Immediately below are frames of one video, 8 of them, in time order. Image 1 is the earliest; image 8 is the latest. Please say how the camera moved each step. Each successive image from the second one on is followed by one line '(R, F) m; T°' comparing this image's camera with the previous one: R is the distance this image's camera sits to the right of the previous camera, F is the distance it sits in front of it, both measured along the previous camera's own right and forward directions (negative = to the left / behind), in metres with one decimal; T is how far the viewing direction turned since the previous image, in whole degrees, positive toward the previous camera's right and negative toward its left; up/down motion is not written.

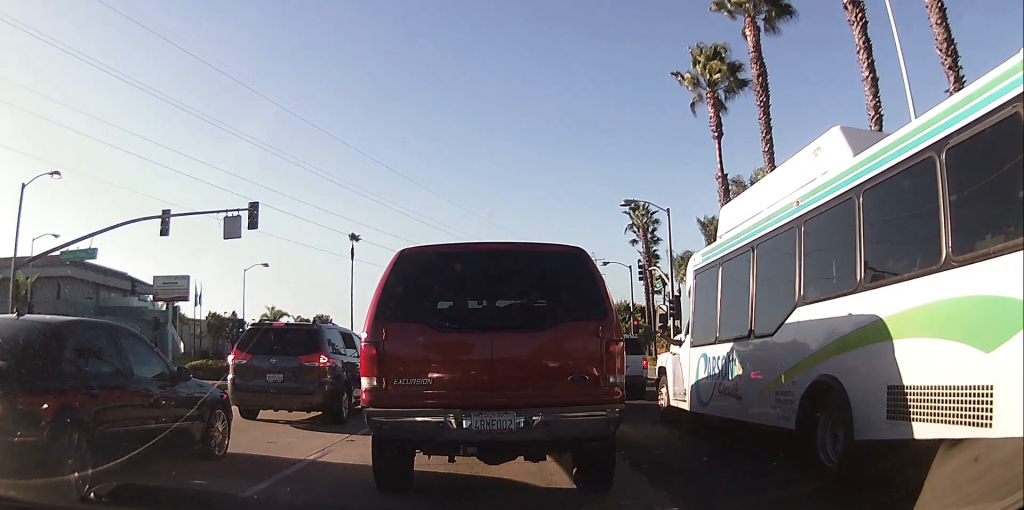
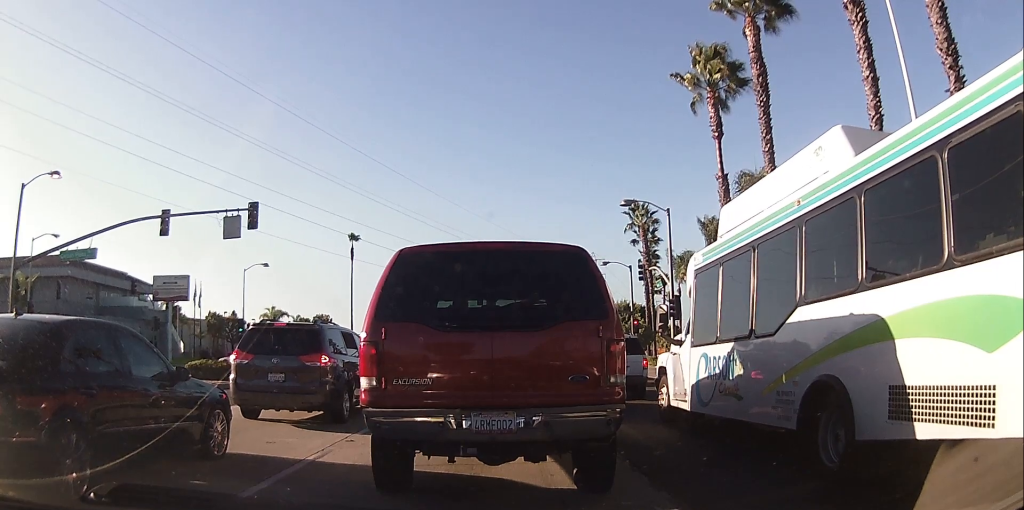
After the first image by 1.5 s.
(0.0, 0.0) m; 0°
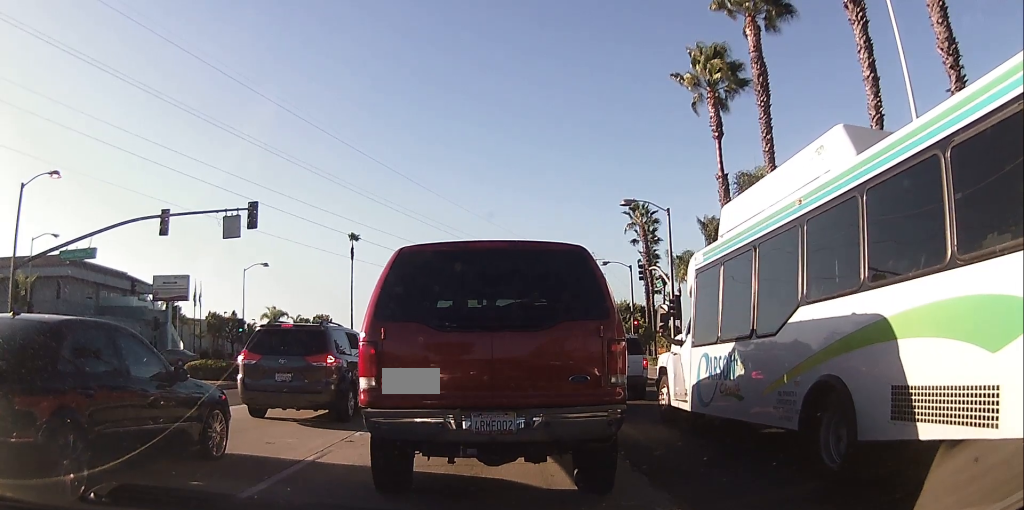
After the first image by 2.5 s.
(0.0, 0.0) m; 0°
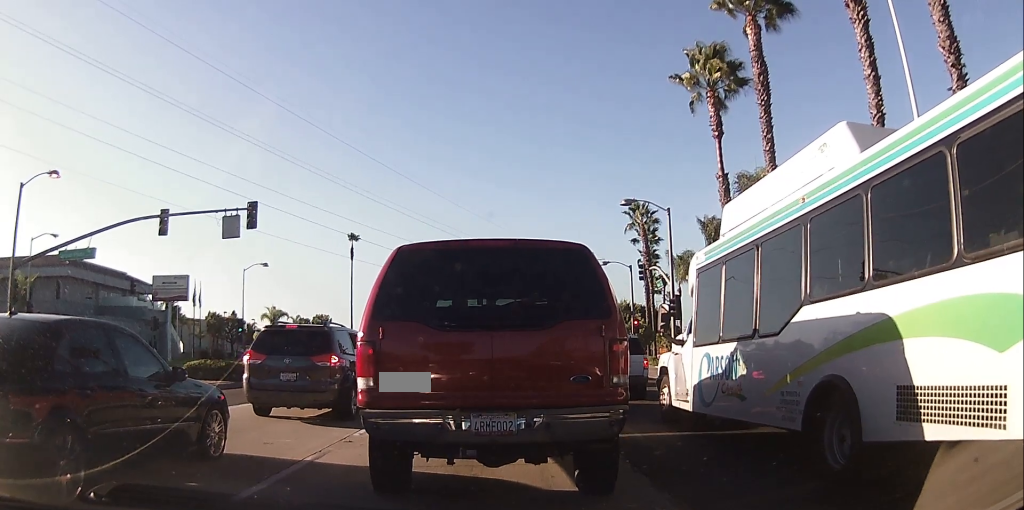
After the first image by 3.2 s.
(0.0, 0.0) m; 0°
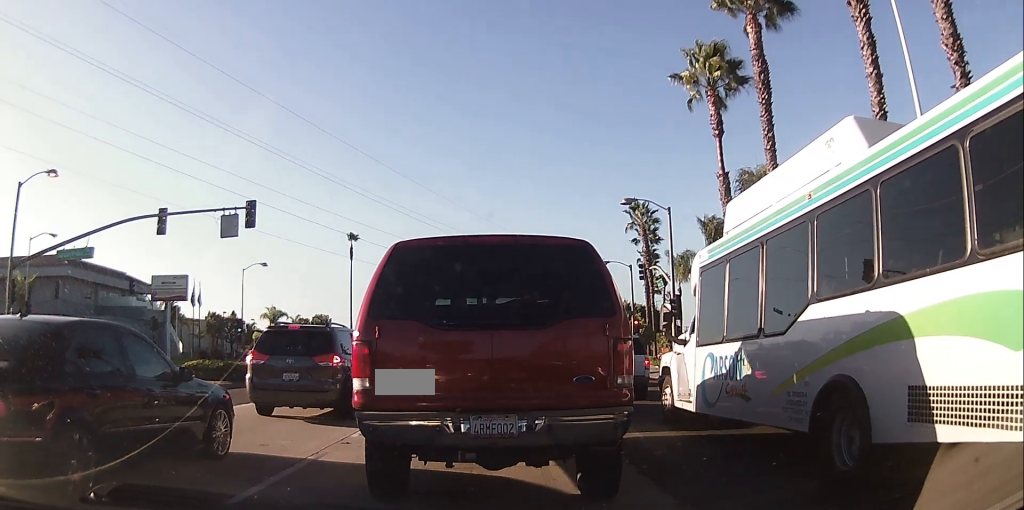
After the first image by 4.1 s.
(0.0, 0.0) m; 0°
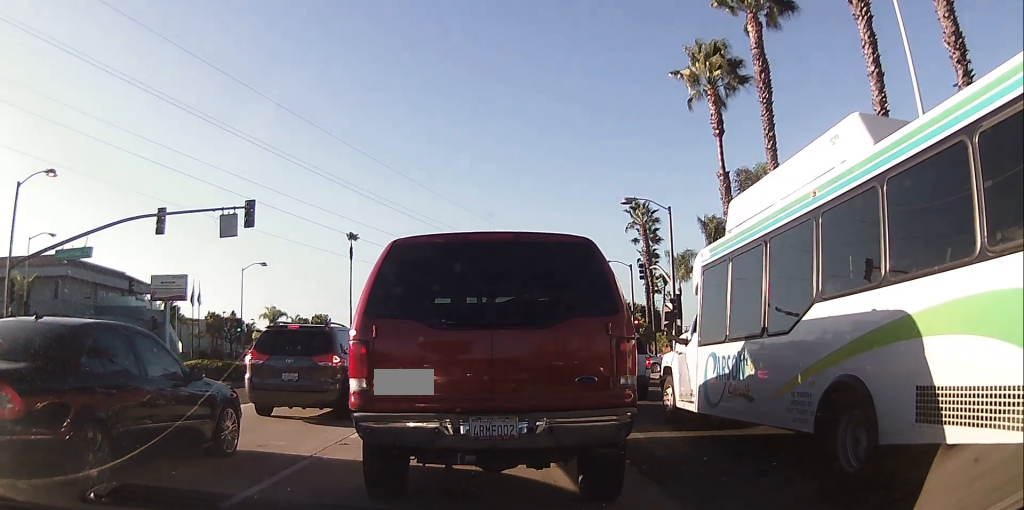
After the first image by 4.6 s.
(0.0, 0.0) m; 0°
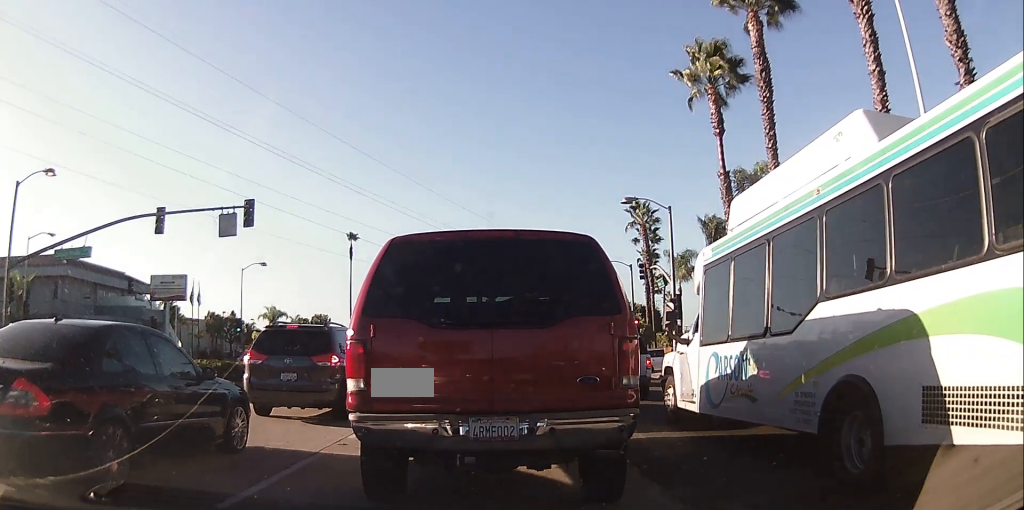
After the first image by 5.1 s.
(0.0, 0.0) m; 0°
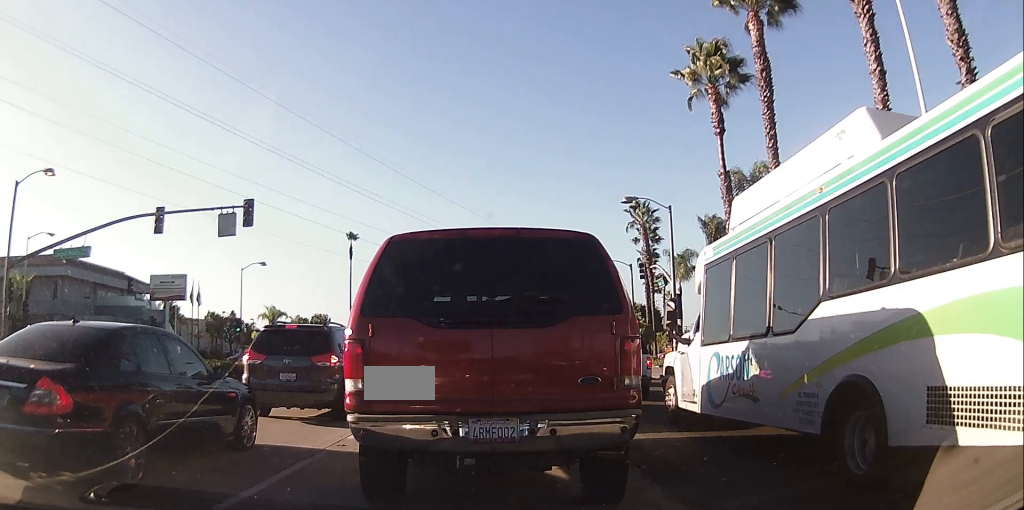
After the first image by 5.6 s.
(0.0, 0.0) m; 0°
